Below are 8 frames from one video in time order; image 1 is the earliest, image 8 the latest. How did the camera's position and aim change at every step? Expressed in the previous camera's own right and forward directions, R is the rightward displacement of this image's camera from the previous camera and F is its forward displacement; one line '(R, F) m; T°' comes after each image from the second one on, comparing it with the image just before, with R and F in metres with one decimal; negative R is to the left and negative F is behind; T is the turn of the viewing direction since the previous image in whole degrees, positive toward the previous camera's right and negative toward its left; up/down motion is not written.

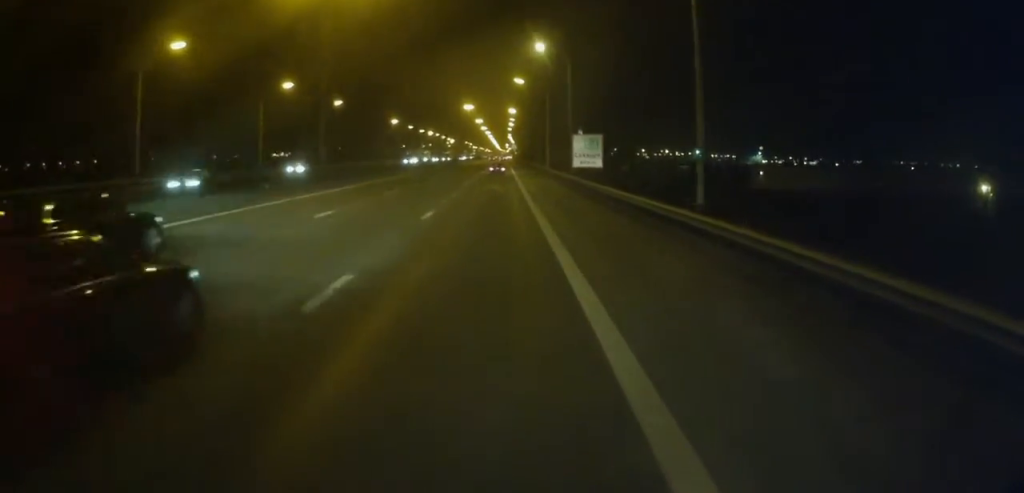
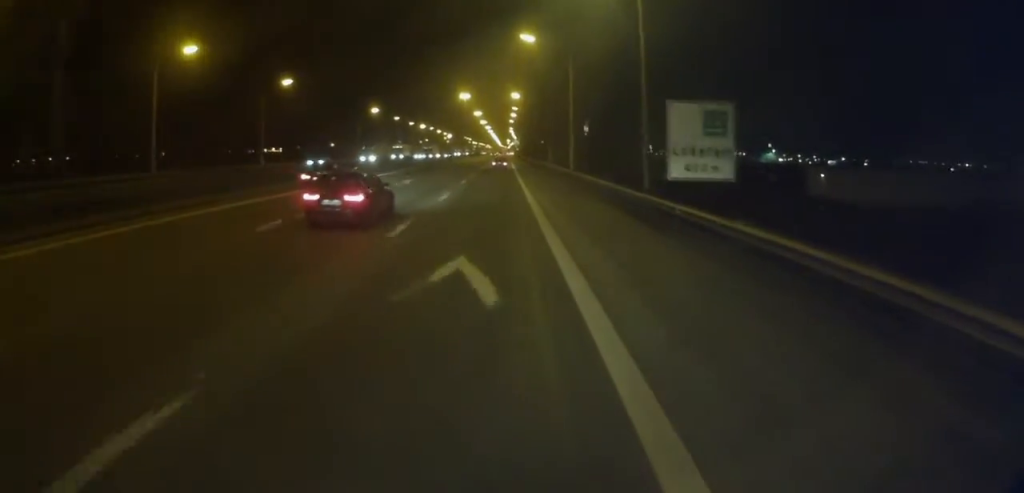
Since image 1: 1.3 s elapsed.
(0.0, +30.5) m; 0°
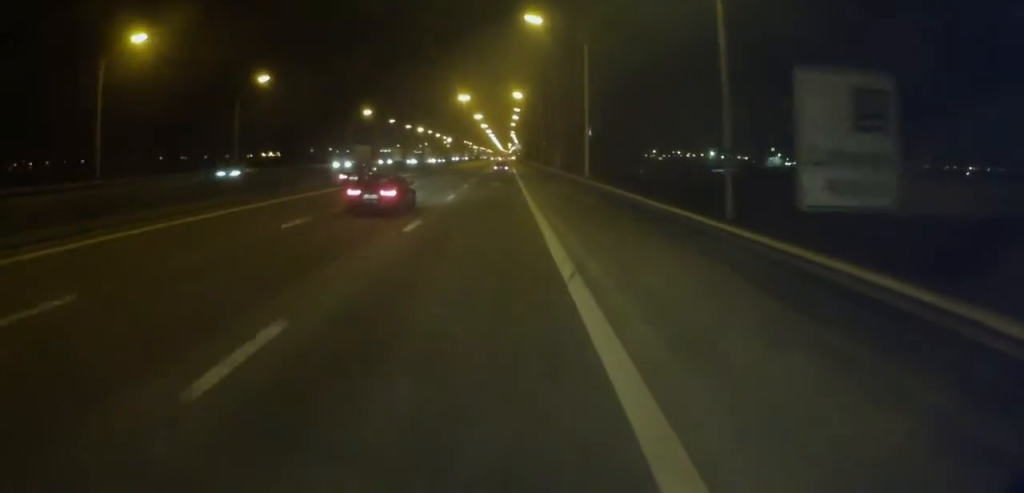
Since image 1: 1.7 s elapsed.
(0.0, +10.2) m; 0°
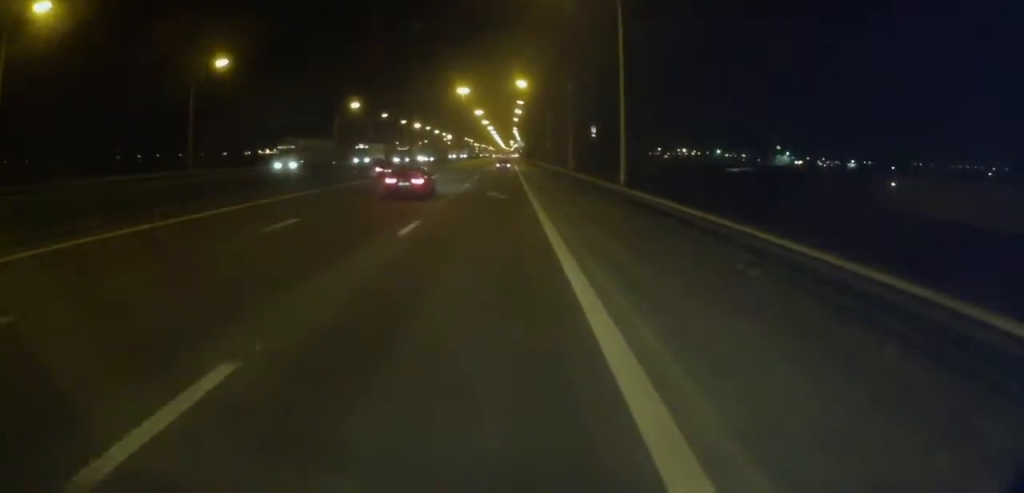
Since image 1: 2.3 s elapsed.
(-0.1, +14.1) m; 0°
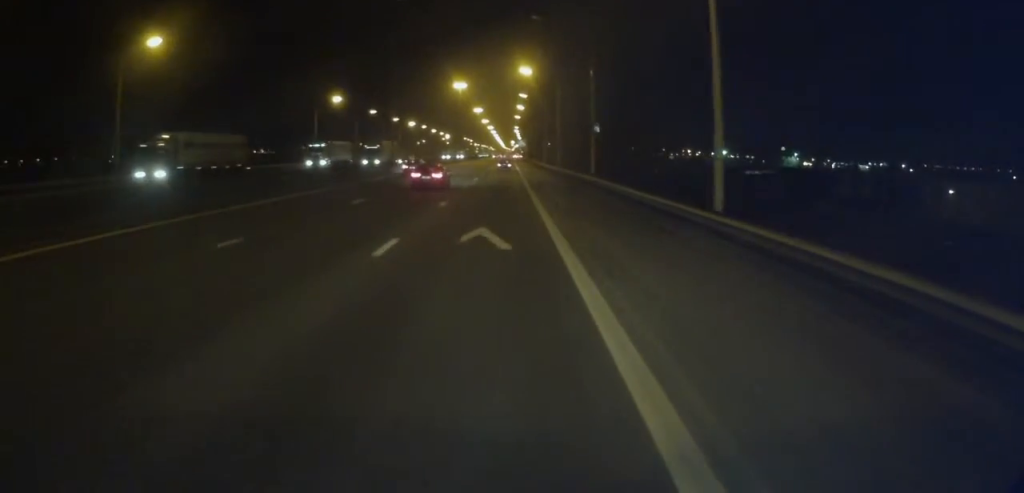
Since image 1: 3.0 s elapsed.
(+0.1, +15.6) m; 0°
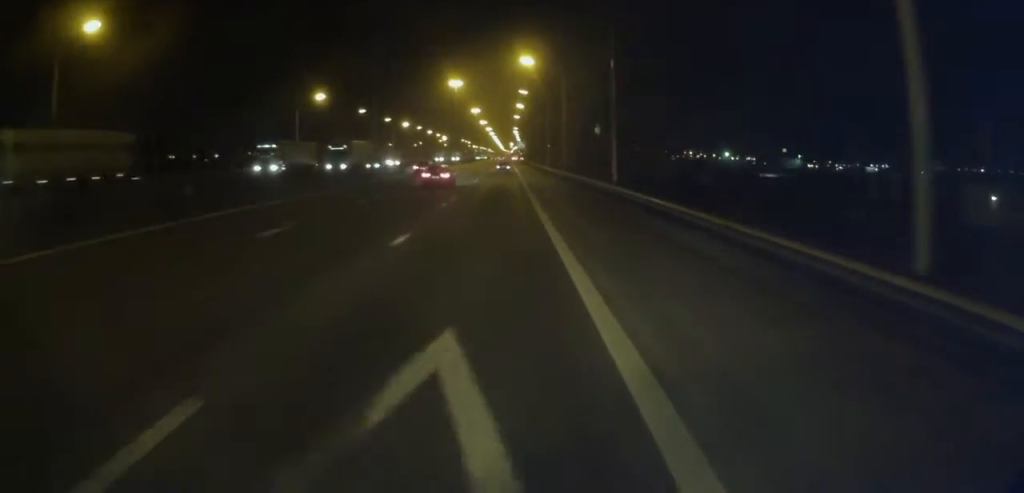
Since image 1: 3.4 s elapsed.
(0.0, +10.1) m; 0°
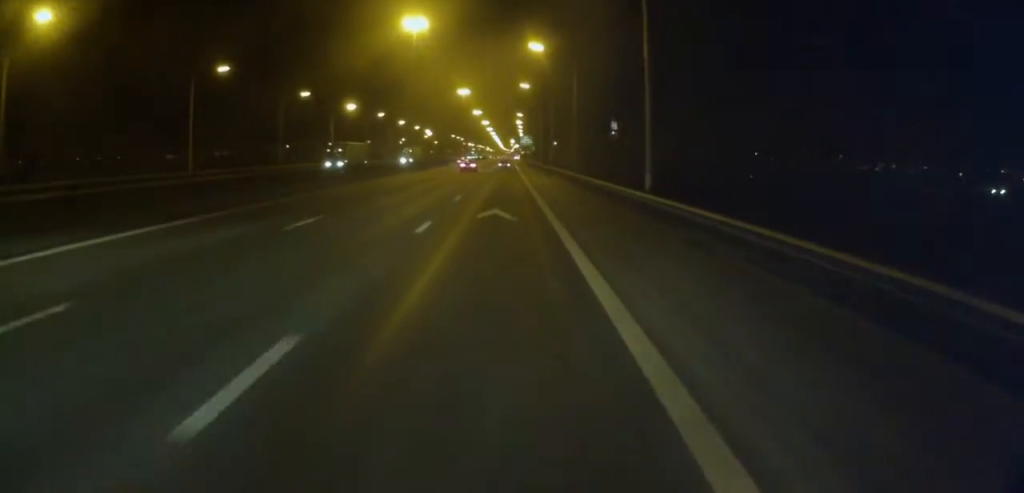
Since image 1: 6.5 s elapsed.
(0.0, +72.8) m; 0°
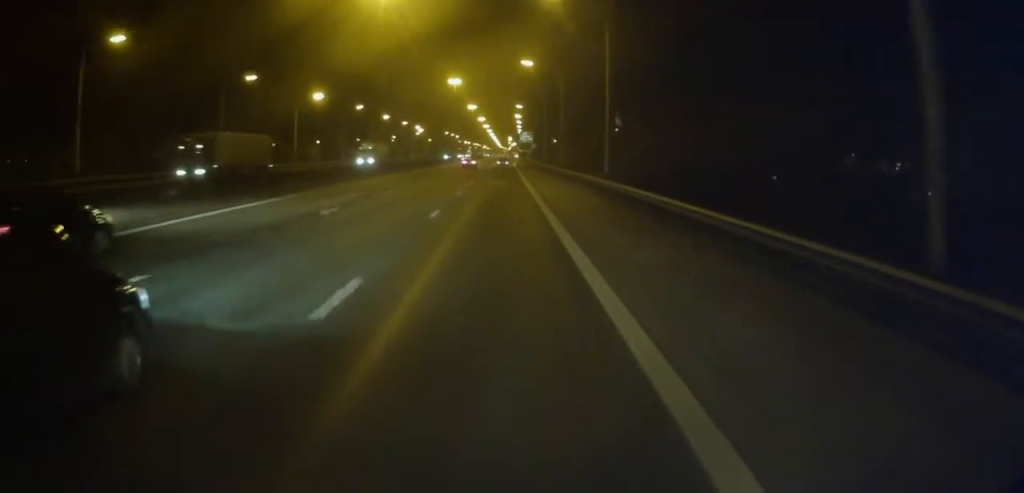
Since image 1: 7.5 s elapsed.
(-0.5, +21.9) m; 0°
